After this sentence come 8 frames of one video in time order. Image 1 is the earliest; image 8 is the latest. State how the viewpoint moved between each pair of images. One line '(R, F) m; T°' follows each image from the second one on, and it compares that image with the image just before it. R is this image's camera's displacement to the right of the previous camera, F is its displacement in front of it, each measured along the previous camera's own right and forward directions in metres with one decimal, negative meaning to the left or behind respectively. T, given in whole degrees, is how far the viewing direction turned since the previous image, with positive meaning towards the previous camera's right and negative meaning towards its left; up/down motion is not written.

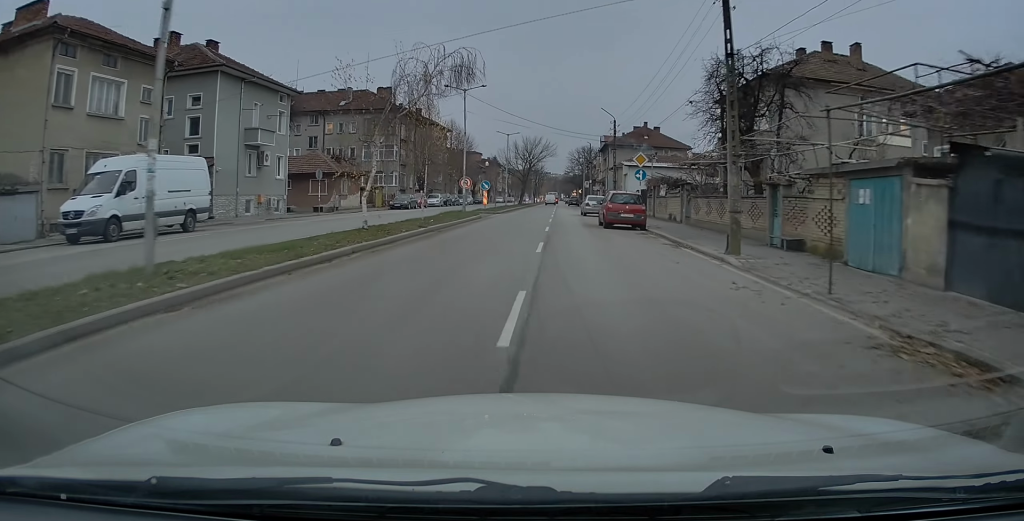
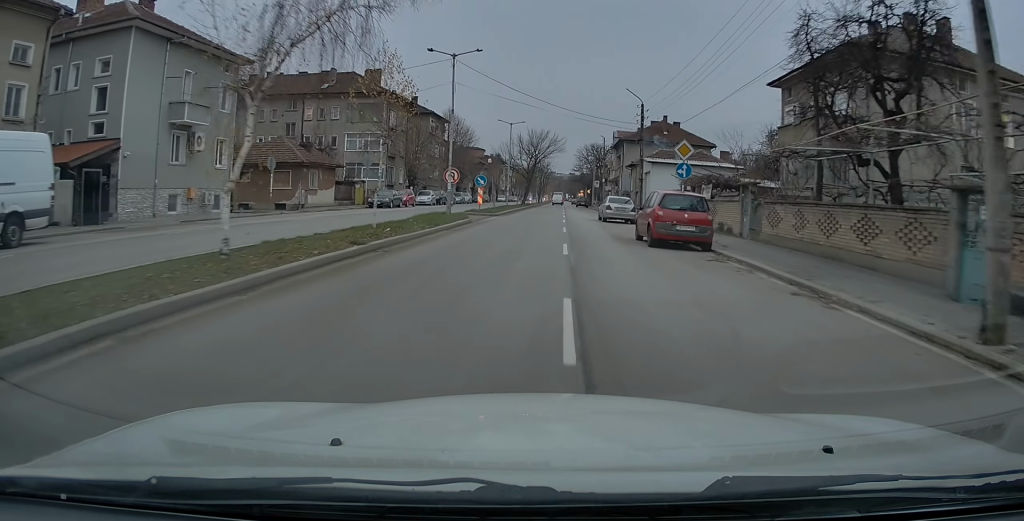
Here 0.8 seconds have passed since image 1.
(-0.1, +9.2) m; 0°
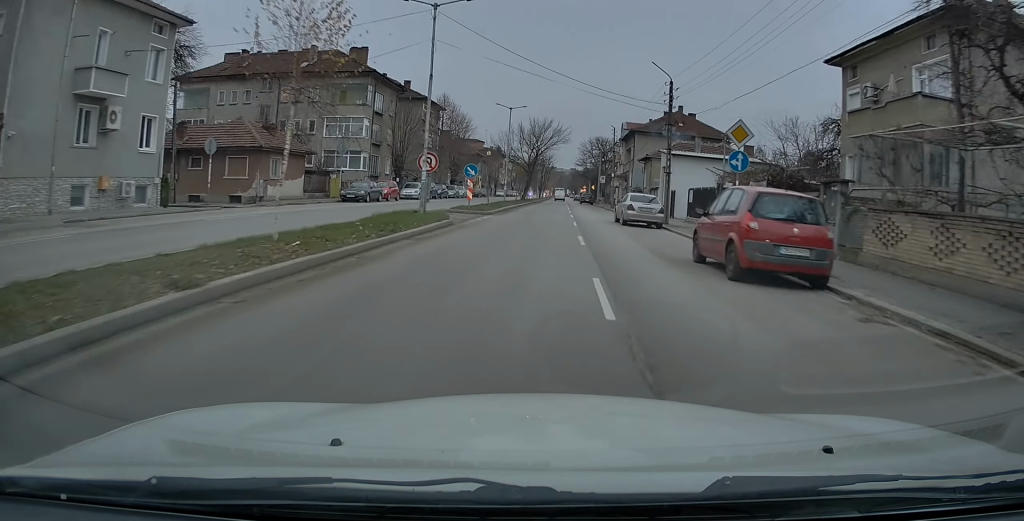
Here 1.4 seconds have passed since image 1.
(0.0, +7.1) m; 0°
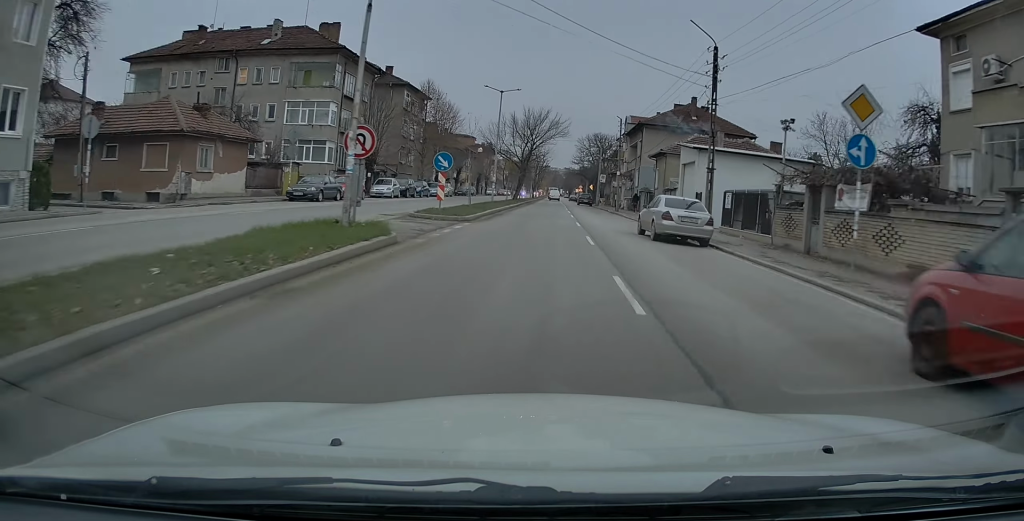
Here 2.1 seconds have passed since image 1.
(+0.1, +8.5) m; 0°
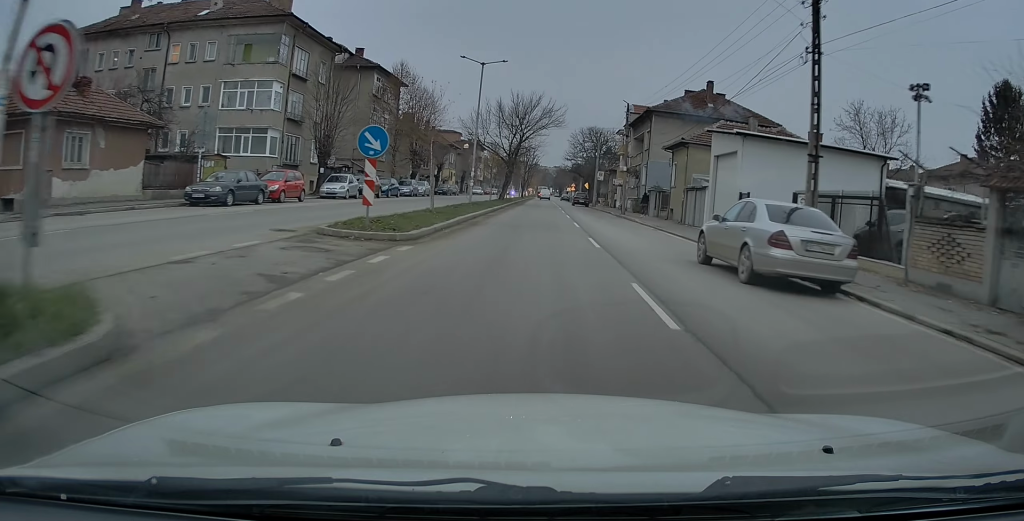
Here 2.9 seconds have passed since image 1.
(-0.1, +9.6) m; 0°
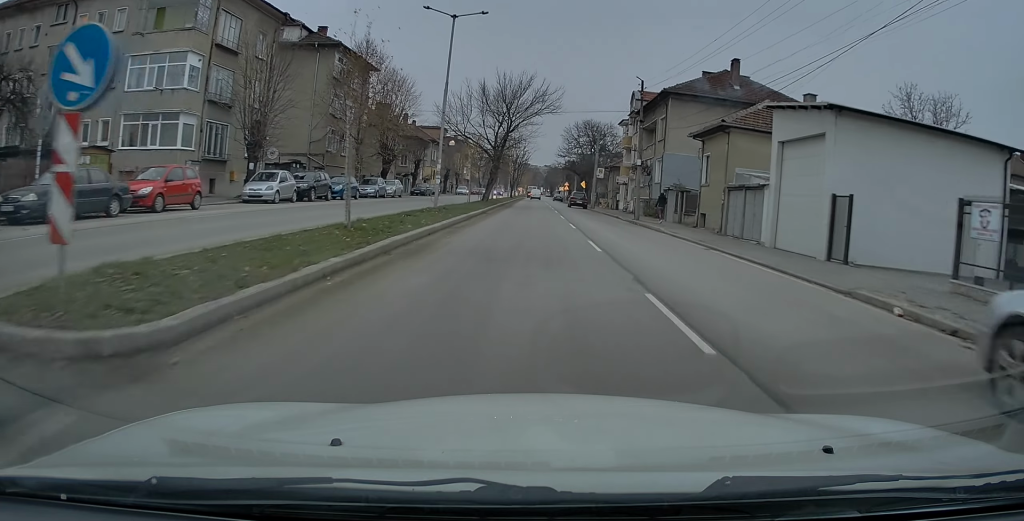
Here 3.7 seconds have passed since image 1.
(+0.1, +9.8) m; +1°
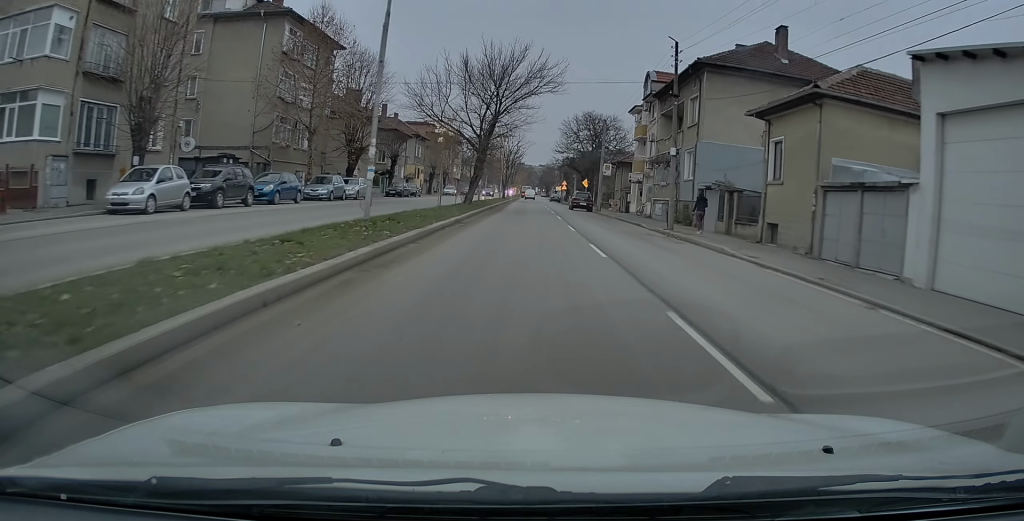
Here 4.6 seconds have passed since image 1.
(+0.1, +10.0) m; +1°
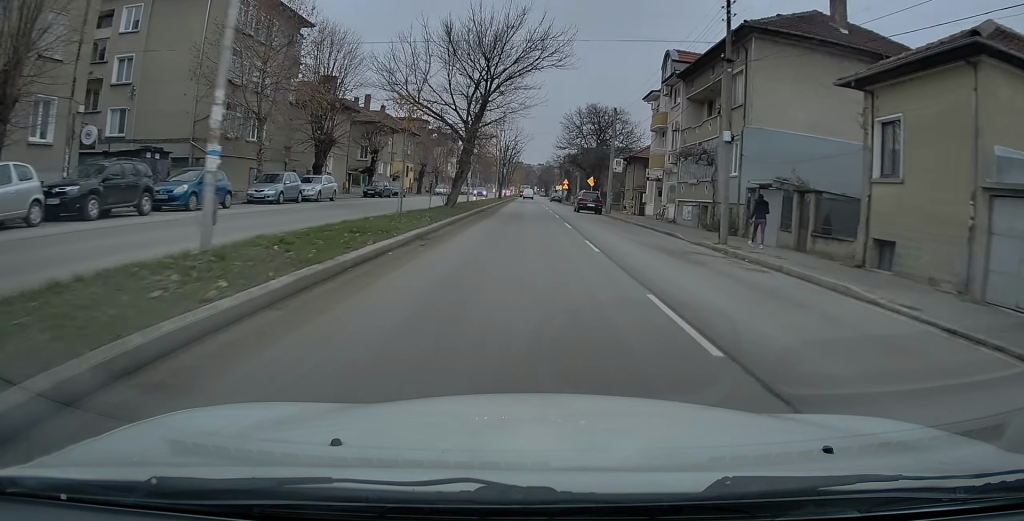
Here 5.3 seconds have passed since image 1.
(0.0, +7.7) m; 0°
